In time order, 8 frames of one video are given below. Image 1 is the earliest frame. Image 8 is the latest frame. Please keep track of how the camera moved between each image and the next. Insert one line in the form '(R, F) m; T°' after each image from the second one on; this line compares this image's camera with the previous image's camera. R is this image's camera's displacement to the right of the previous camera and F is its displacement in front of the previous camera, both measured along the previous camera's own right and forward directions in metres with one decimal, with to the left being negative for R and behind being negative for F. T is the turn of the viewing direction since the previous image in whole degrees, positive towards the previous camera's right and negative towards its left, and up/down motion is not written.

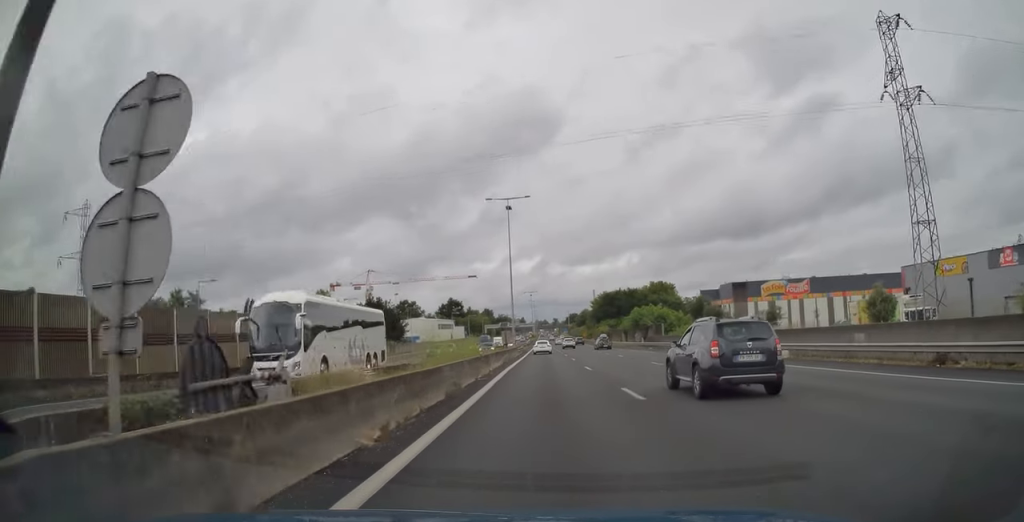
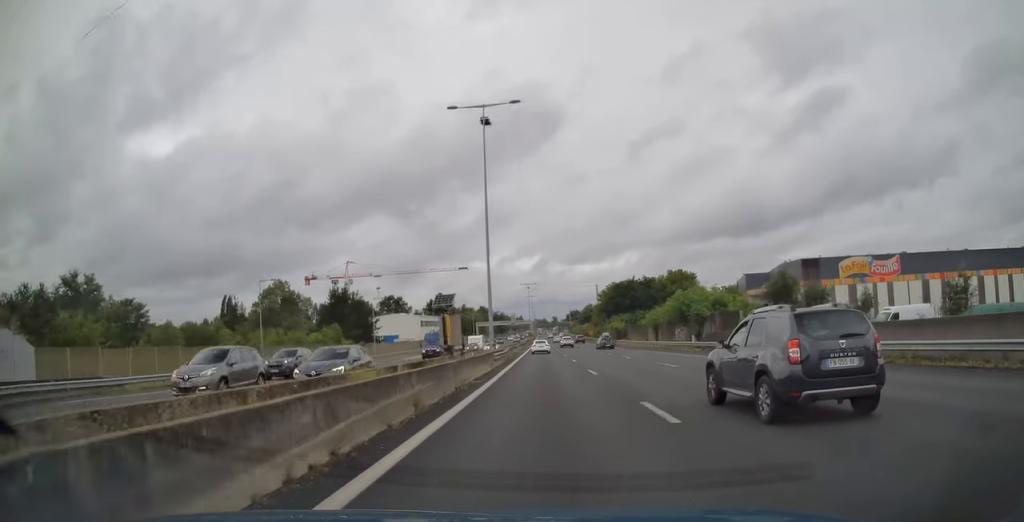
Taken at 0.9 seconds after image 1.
(0.0, +29.8) m; 0°
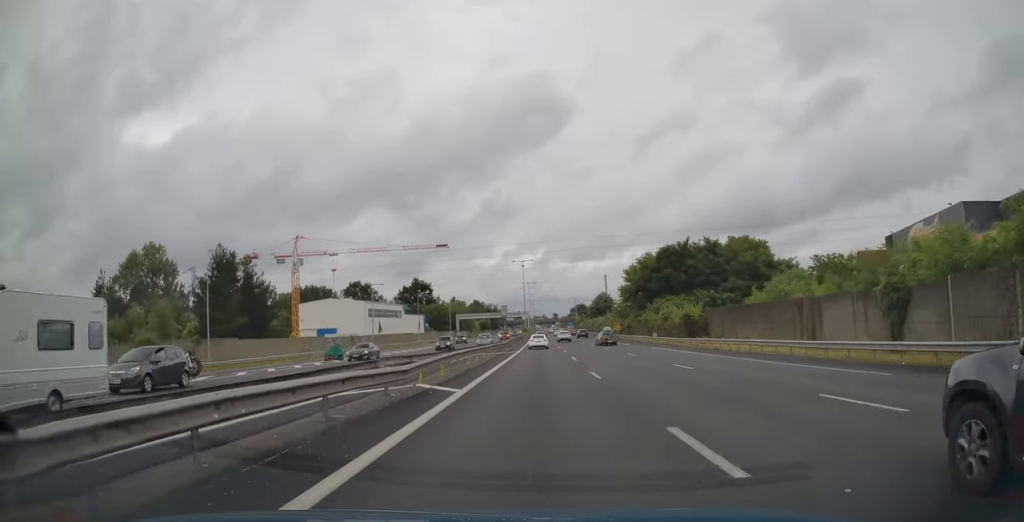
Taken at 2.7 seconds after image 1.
(+0.1, +55.9) m; 0°
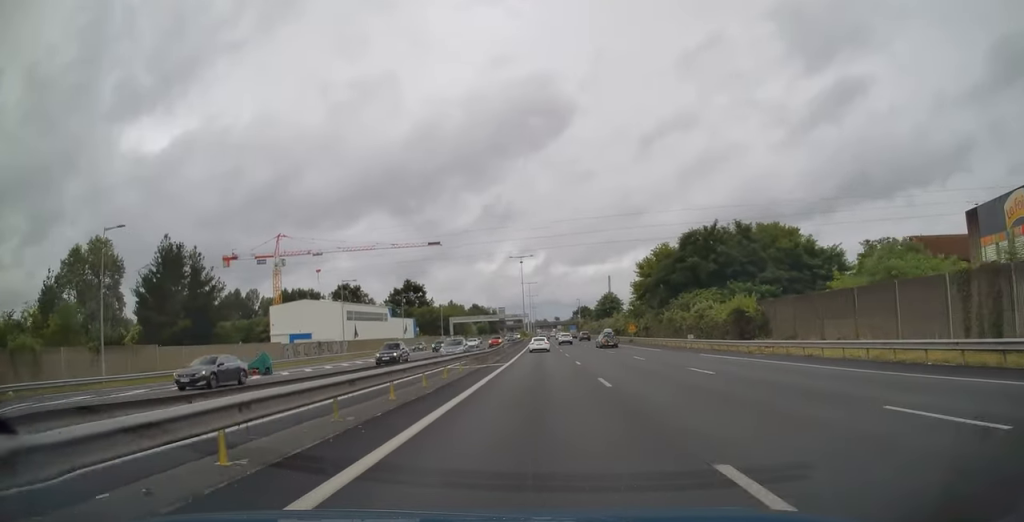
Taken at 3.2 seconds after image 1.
(0.0, +15.4) m; 0°
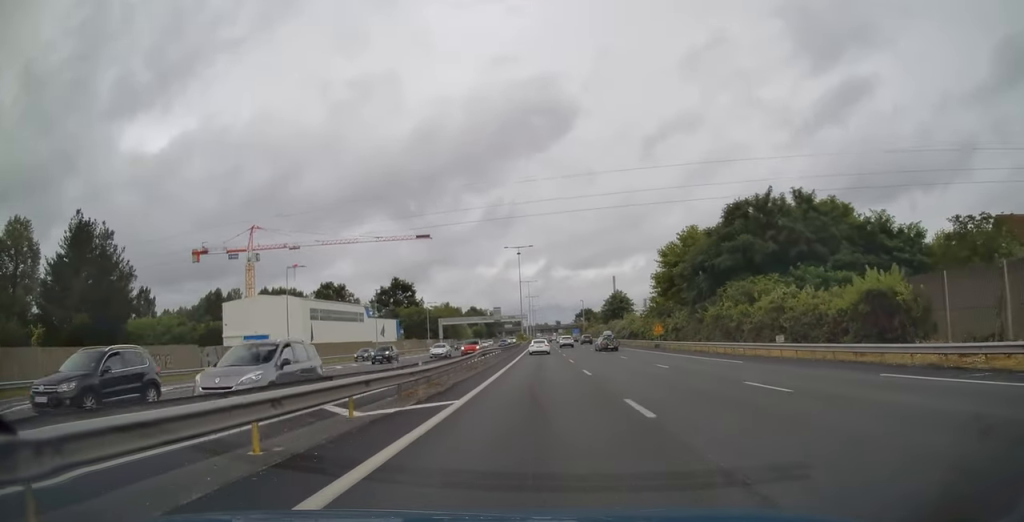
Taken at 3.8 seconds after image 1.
(0.0, +19.1) m; 0°
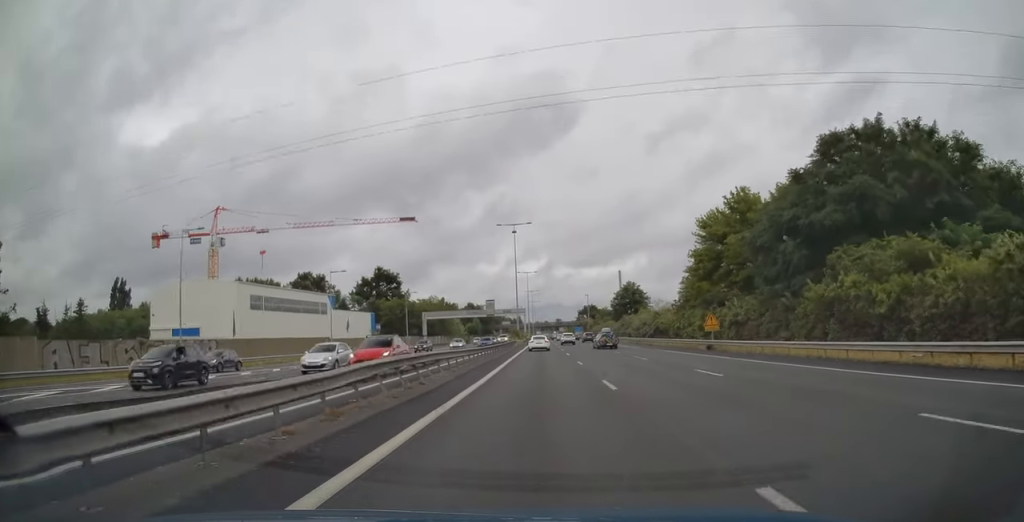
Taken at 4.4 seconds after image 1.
(0.0, +21.2) m; 0°
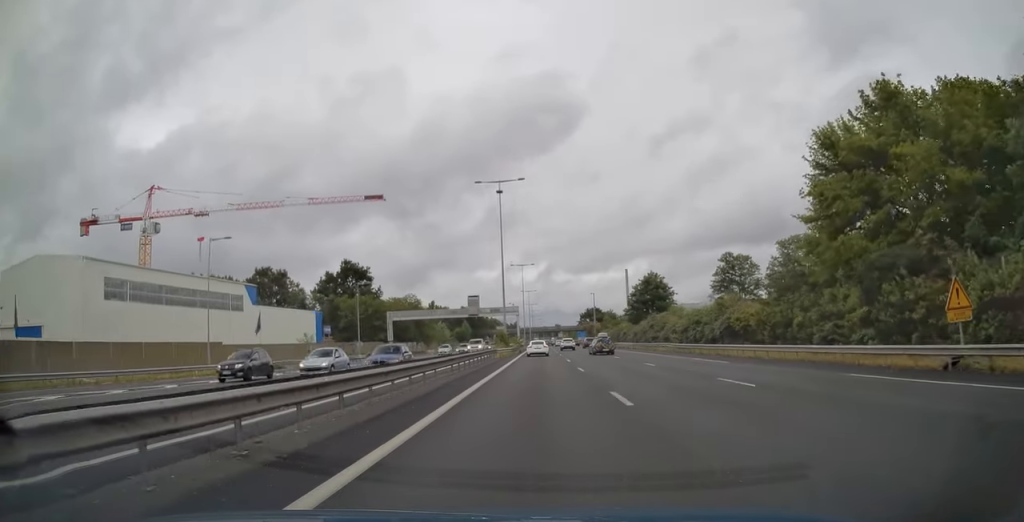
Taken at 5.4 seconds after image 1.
(0.0, +29.1) m; 0°
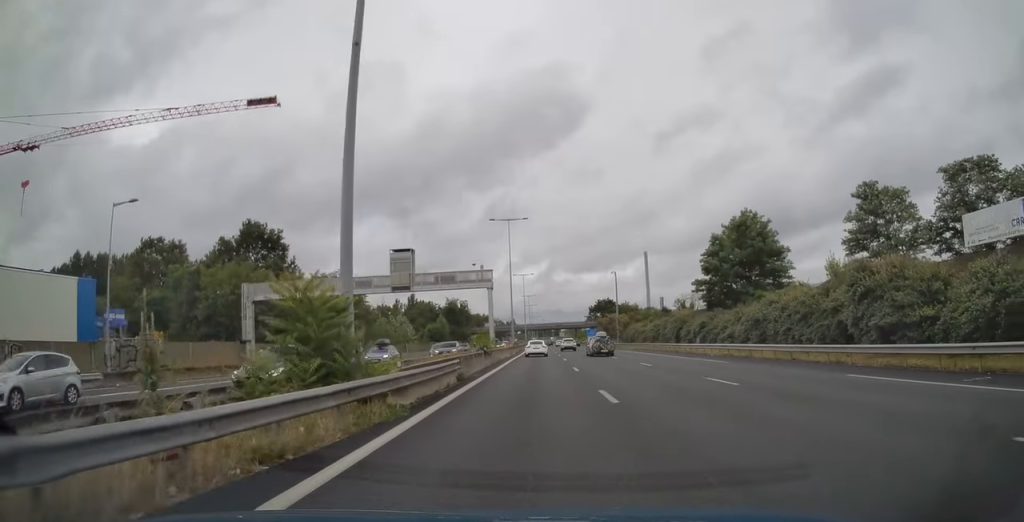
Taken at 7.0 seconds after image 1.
(-0.1, +52.0) m; 0°
